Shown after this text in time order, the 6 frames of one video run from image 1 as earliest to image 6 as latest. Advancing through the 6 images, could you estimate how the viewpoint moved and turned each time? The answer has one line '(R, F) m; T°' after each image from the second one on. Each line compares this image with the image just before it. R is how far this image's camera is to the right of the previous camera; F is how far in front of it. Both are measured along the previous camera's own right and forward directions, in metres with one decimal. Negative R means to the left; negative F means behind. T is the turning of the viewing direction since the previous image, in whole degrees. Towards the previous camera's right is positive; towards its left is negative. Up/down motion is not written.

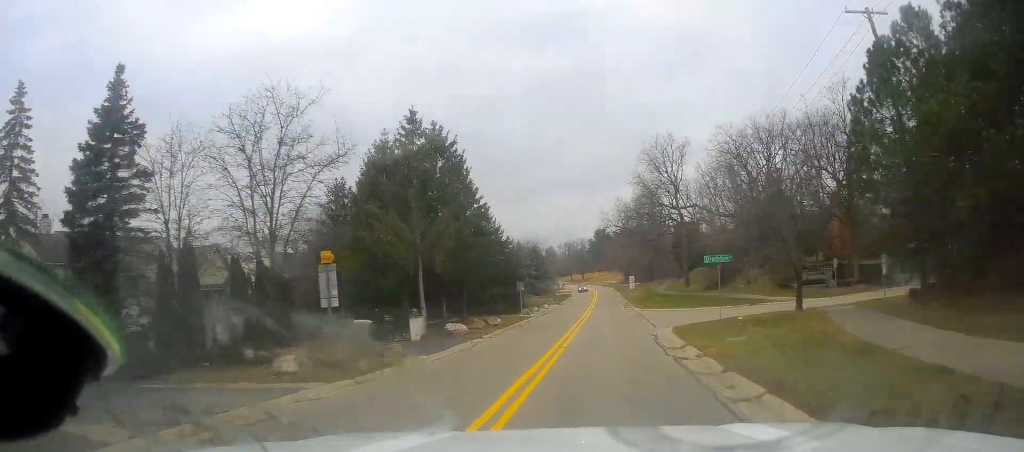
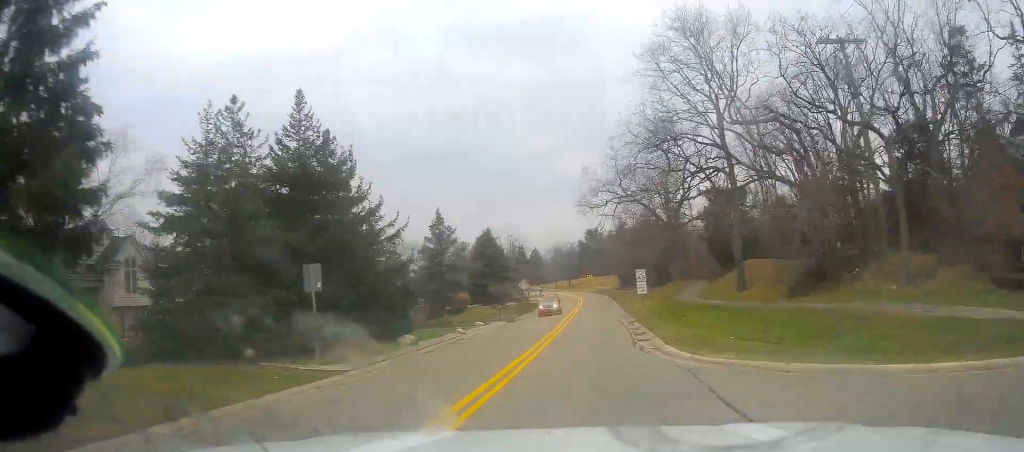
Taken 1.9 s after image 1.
(+0.9, +33.9) m; +3°
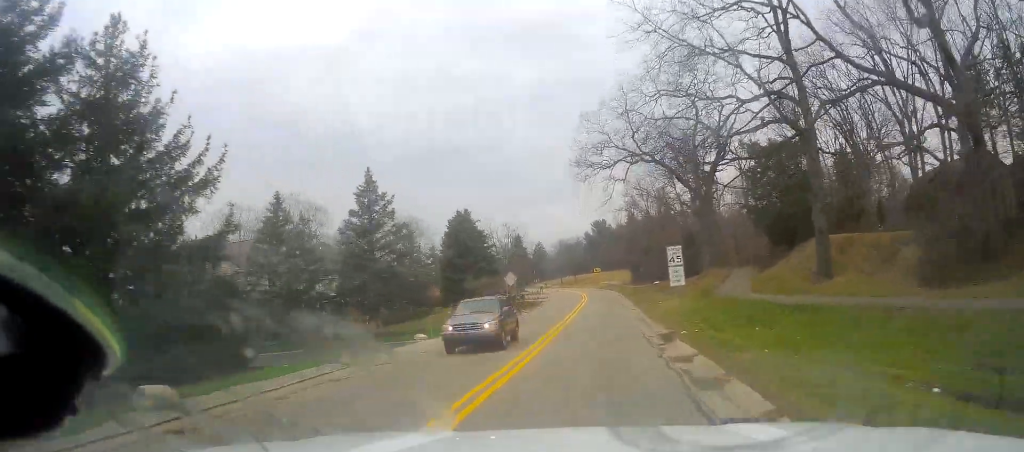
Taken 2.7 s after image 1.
(+0.1, +14.9) m; 0°
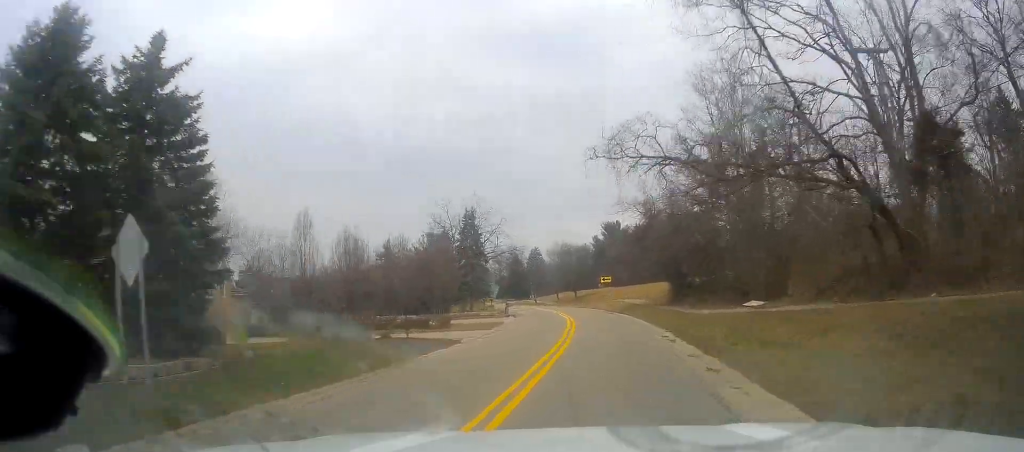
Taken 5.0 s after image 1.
(+0.2, +44.5) m; +1°
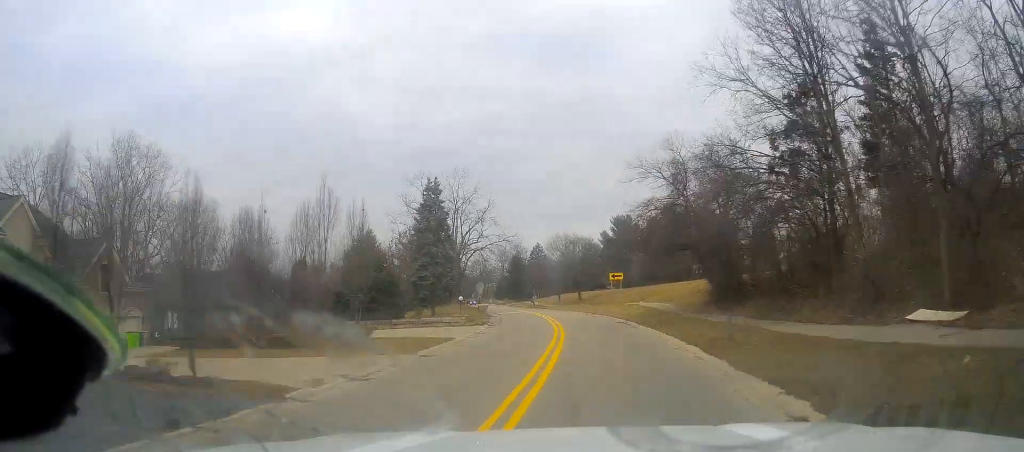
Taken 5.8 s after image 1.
(0.0, +16.0) m; -1°
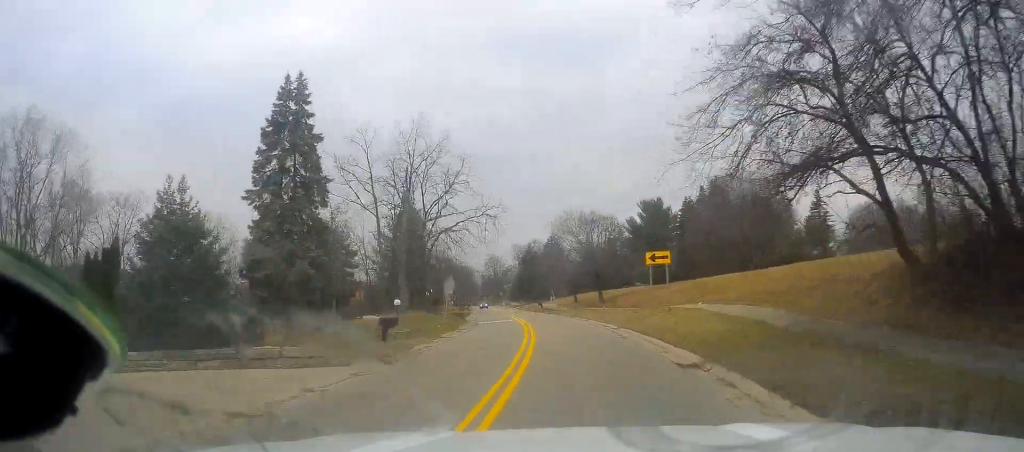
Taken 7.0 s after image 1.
(-0.7, +23.8) m; -4°
